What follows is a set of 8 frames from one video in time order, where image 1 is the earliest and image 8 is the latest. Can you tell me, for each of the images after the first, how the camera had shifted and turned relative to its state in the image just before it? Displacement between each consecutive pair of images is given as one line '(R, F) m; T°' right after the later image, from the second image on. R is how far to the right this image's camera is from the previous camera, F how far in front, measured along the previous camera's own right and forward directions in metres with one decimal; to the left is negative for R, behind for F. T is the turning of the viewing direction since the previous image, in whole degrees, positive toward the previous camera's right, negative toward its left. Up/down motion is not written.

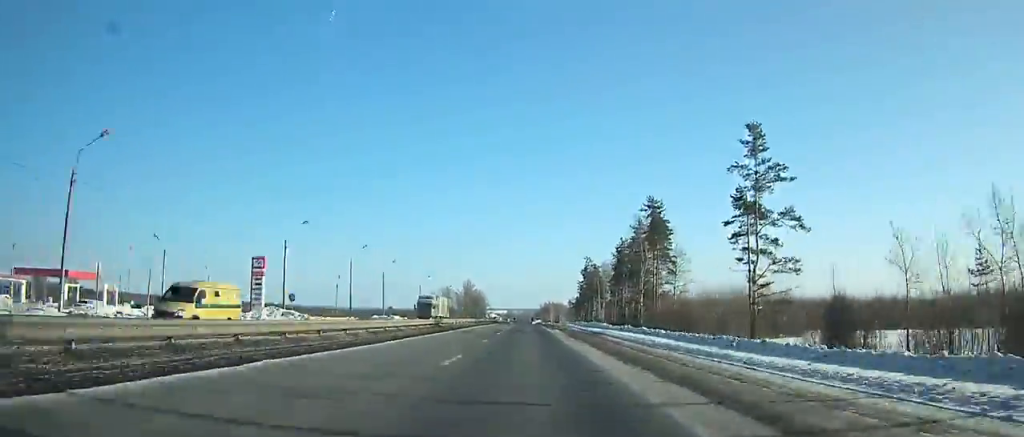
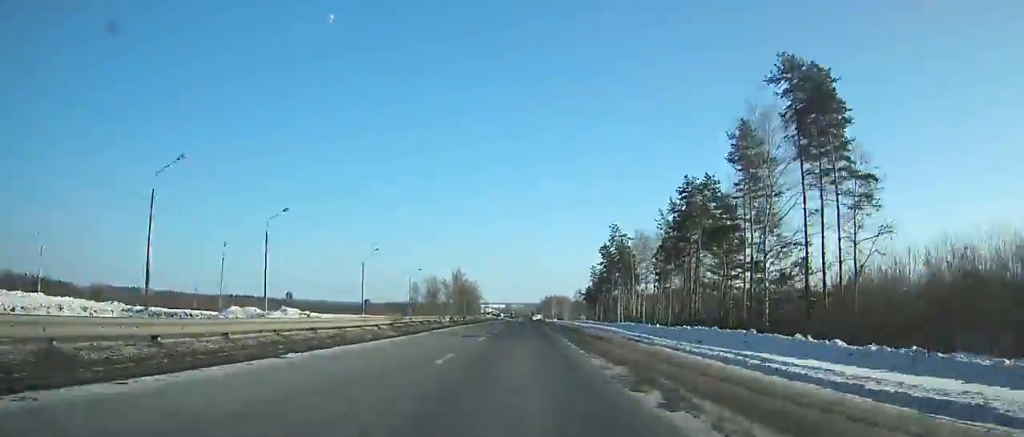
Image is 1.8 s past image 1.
(-0.1, +48.7) m; 0°
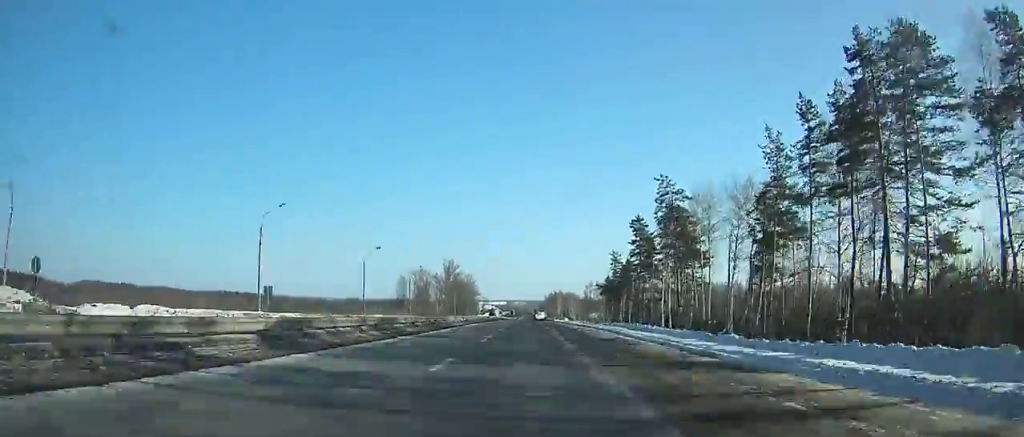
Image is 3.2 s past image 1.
(-0.1, +37.8) m; 0°
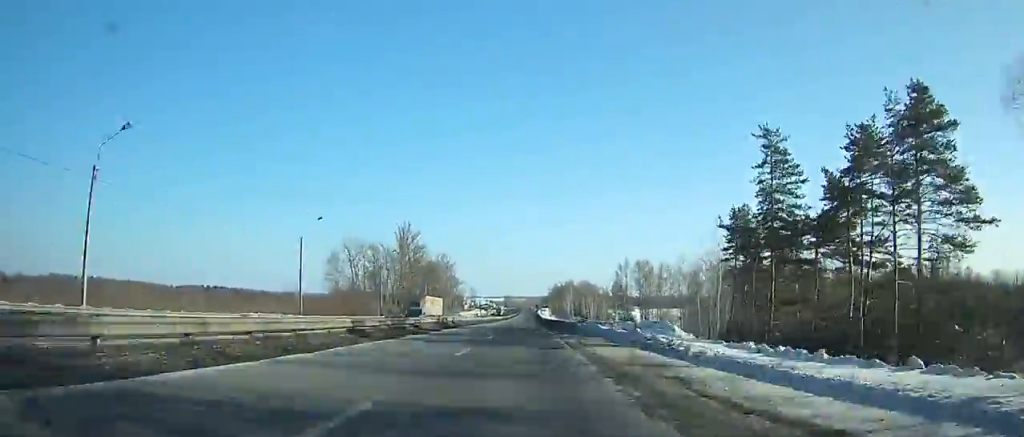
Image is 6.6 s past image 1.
(-0.2, +91.5) m; 0°
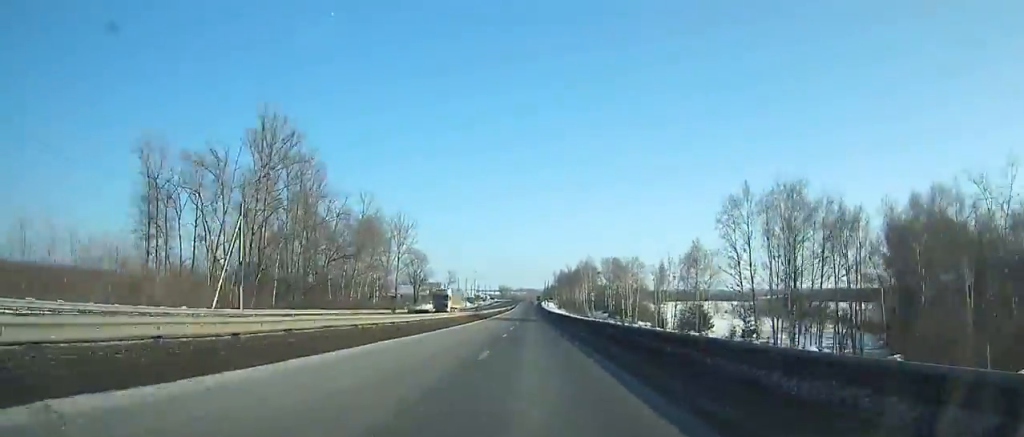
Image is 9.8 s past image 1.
(-0.2, +84.3) m; 0°
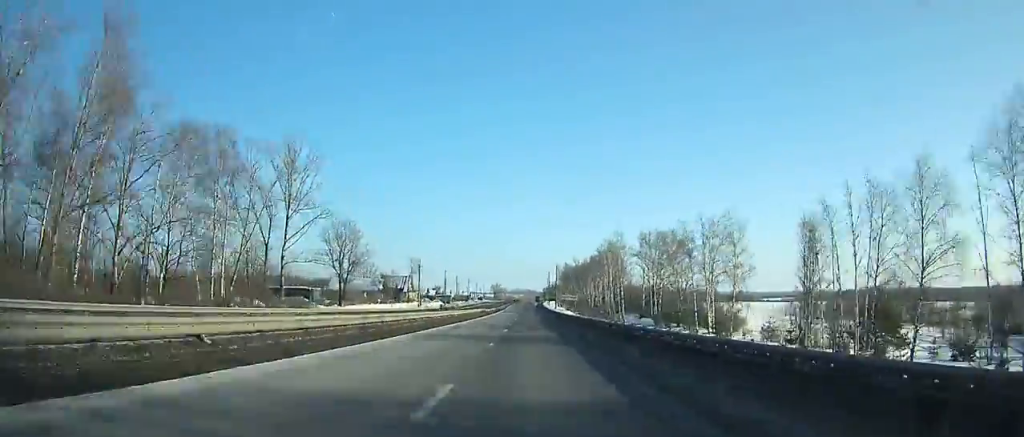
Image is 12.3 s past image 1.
(+0.2, +62.8) m; 0°
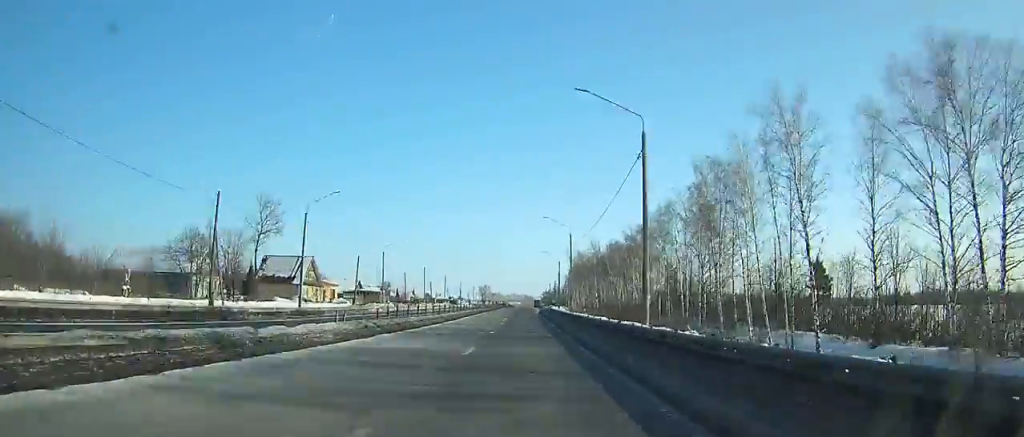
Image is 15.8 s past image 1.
(+0.3, +81.4) m; 0°
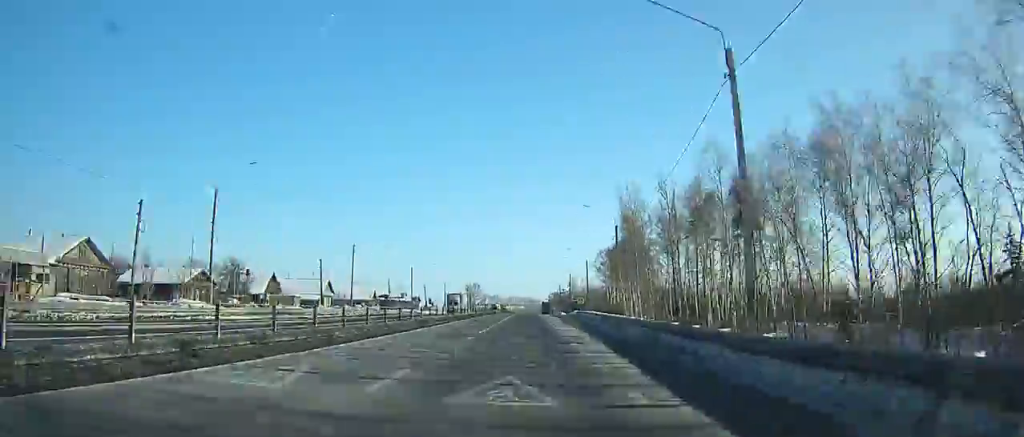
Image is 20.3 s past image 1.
(0.0, +91.8) m; 0°
